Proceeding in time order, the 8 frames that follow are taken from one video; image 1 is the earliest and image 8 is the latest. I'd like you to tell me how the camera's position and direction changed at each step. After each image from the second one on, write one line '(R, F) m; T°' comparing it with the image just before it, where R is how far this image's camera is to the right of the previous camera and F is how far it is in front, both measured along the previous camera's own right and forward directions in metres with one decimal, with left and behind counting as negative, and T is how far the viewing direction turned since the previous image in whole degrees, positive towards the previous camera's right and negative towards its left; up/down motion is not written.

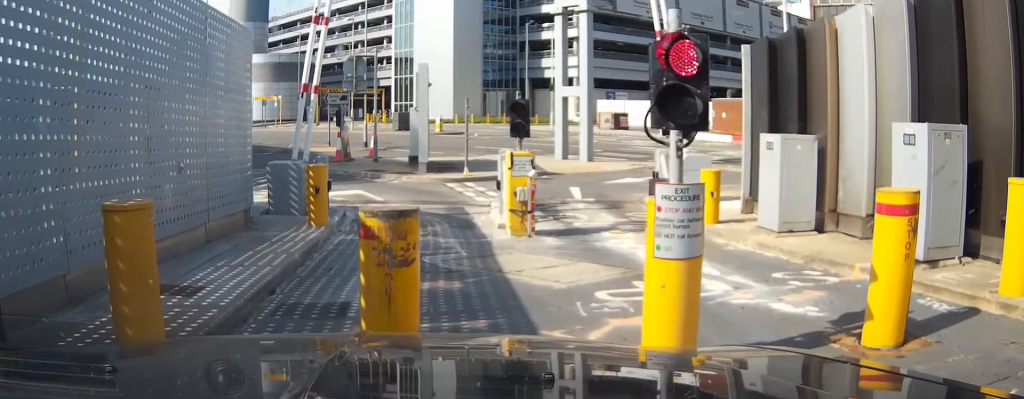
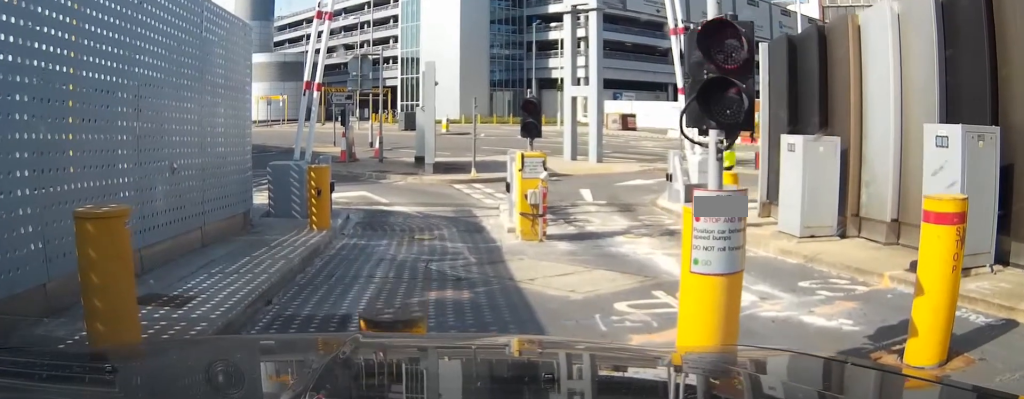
(0.0, 0.0) m; 0°
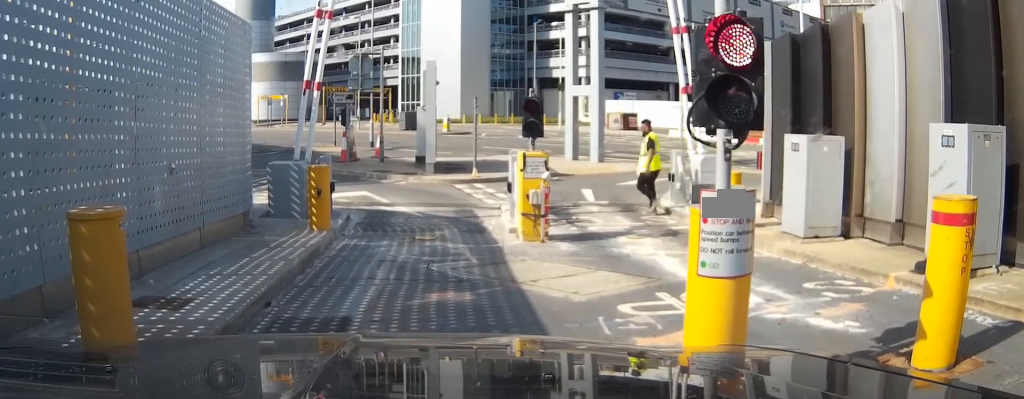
(0.0, 0.0) m; 0°
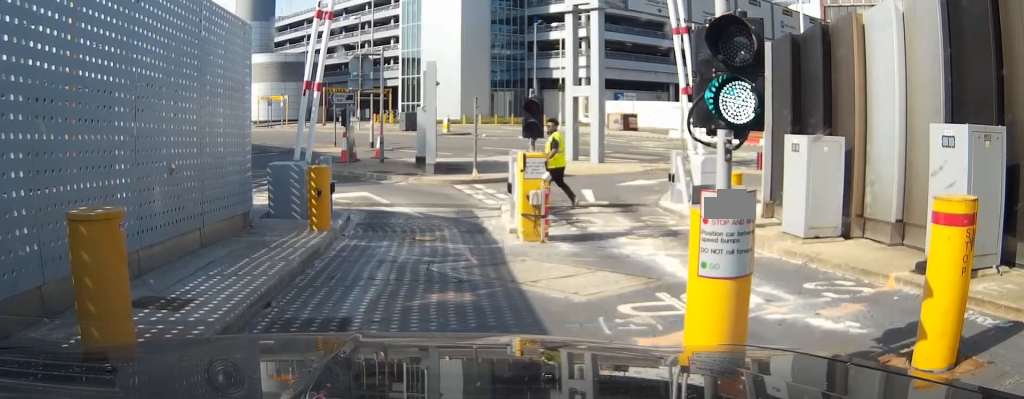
(0.0, +0.3) m; 0°
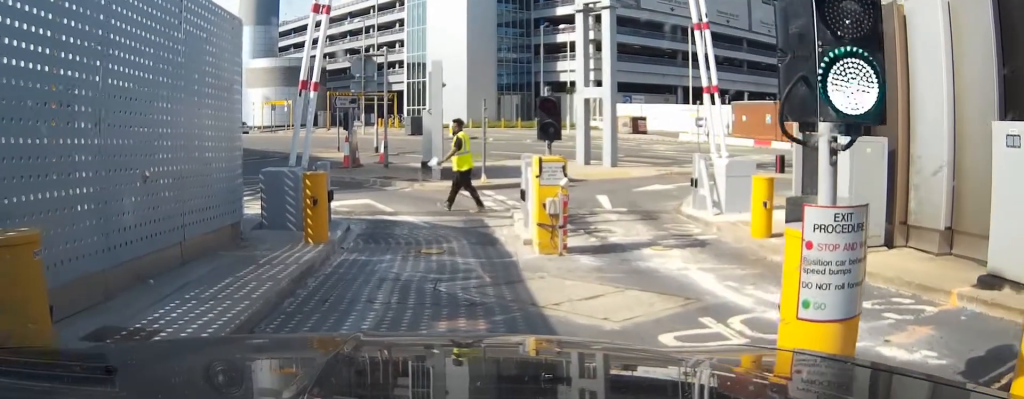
(0.0, +0.6) m; 0°
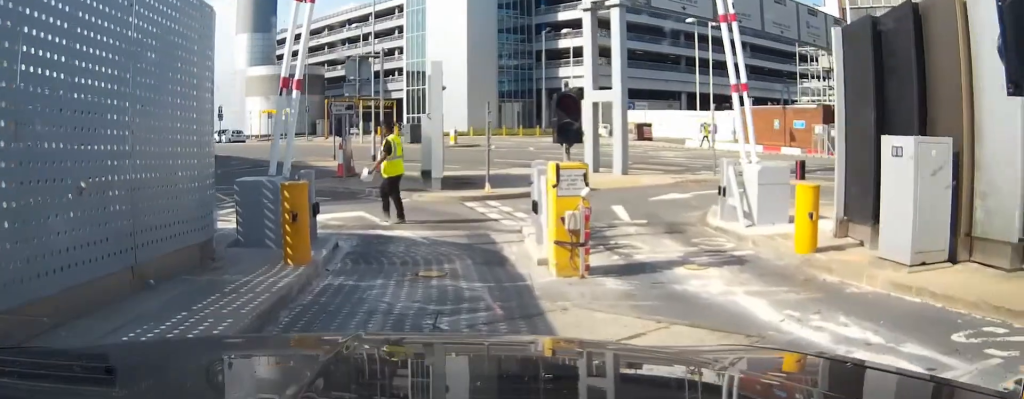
(0.0, +0.5) m; 0°
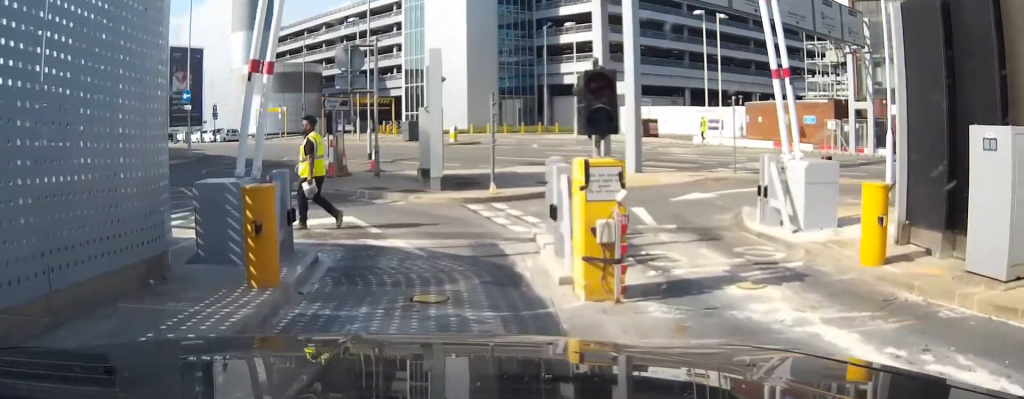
(0.0, +1.3) m; 0°
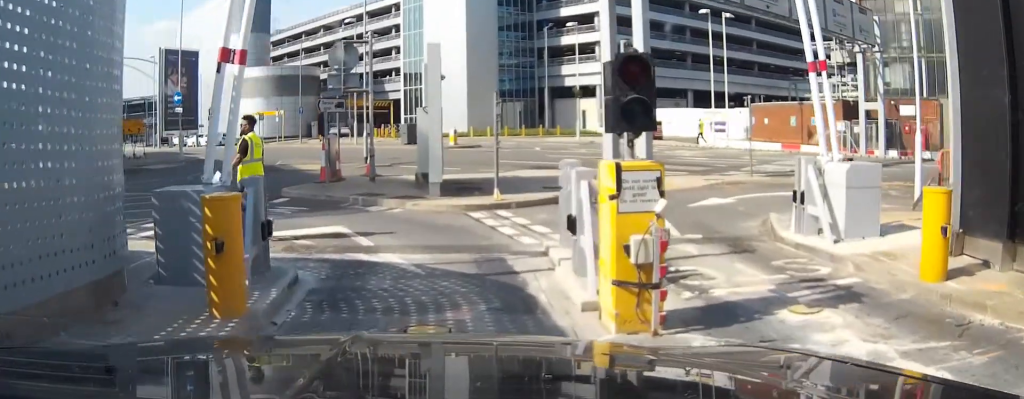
(0.0, +1.3) m; 0°
